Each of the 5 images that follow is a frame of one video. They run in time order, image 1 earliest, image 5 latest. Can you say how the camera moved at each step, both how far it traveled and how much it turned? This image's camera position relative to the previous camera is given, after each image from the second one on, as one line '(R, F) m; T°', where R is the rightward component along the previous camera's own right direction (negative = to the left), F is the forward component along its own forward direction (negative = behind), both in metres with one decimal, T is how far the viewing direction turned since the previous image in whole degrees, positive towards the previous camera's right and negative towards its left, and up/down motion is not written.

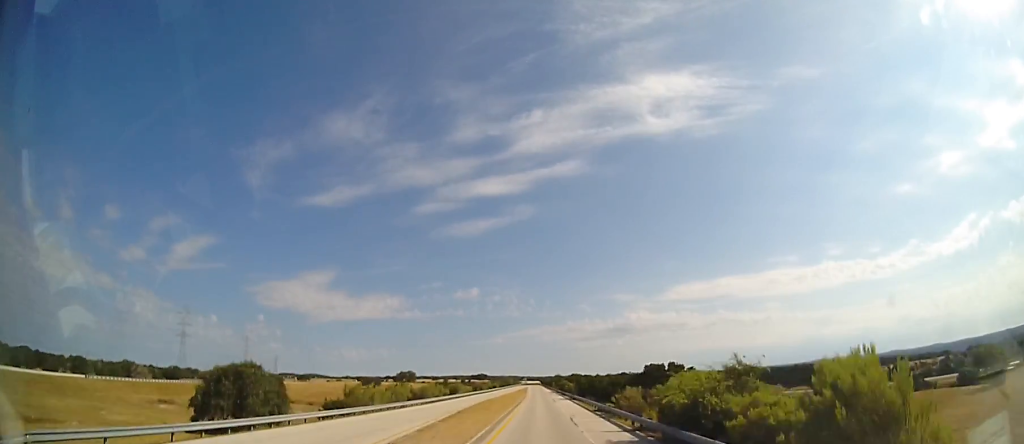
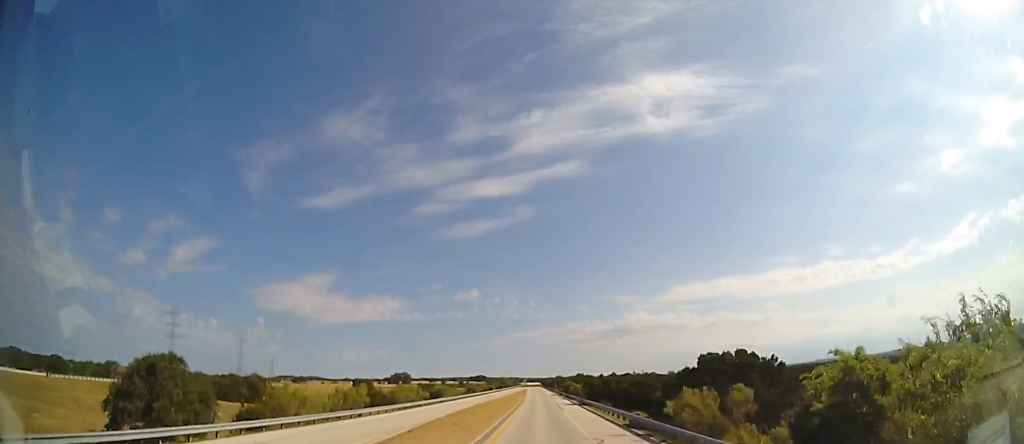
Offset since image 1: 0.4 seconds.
(+0.1, +12.4) m; 0°
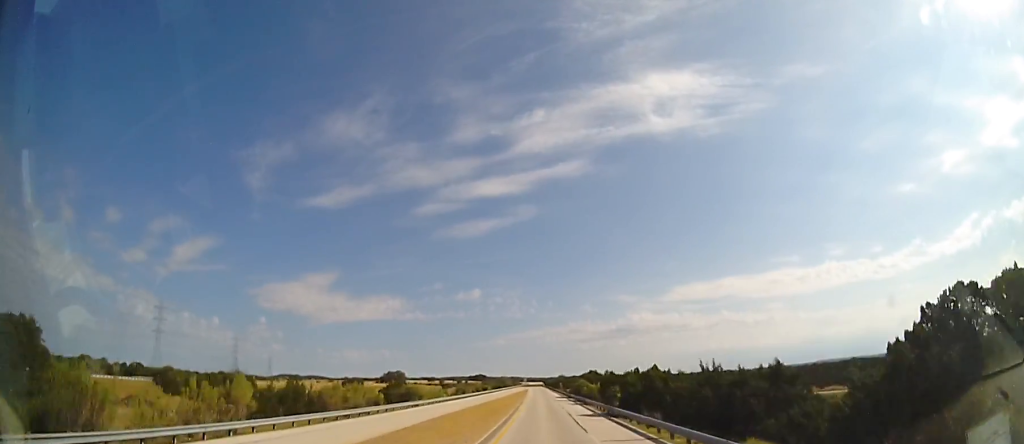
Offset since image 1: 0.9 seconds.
(-0.2, +16.6) m; -1°
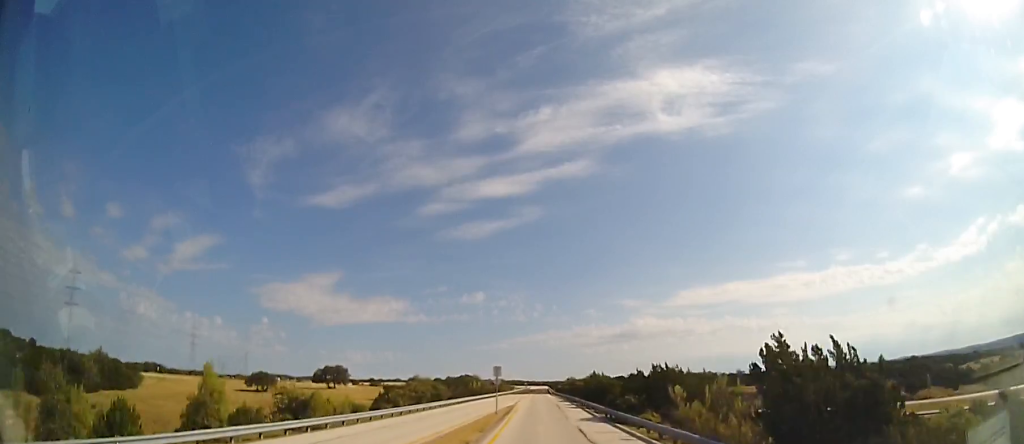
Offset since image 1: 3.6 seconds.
(-0.5, +83.4) m; 0°
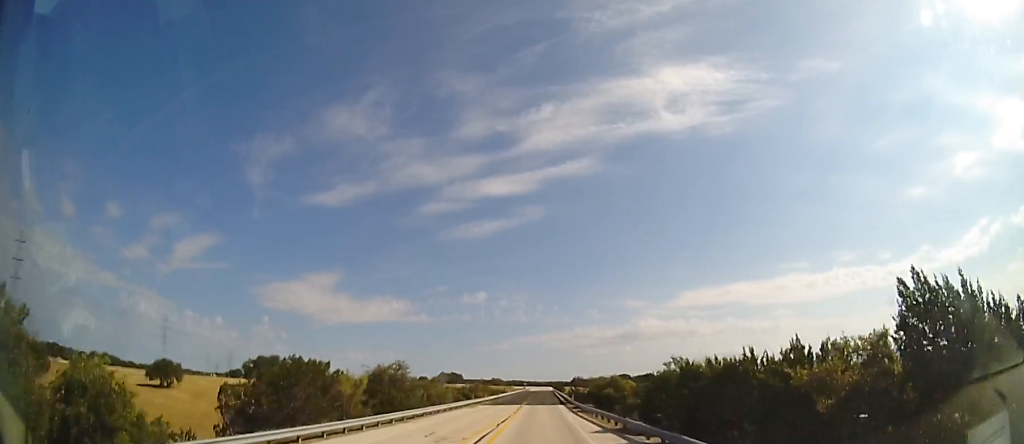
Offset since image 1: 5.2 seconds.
(0.0, +47.9) m; -1°
